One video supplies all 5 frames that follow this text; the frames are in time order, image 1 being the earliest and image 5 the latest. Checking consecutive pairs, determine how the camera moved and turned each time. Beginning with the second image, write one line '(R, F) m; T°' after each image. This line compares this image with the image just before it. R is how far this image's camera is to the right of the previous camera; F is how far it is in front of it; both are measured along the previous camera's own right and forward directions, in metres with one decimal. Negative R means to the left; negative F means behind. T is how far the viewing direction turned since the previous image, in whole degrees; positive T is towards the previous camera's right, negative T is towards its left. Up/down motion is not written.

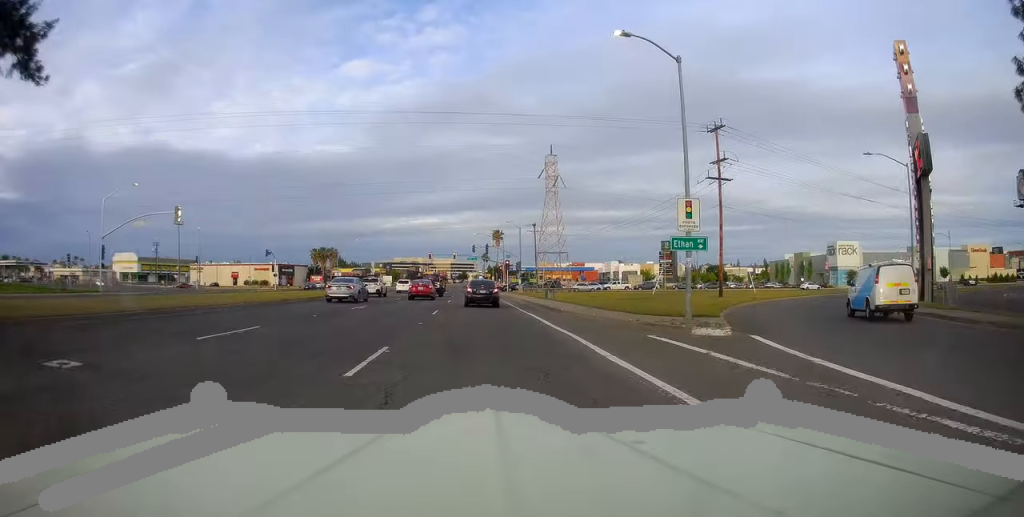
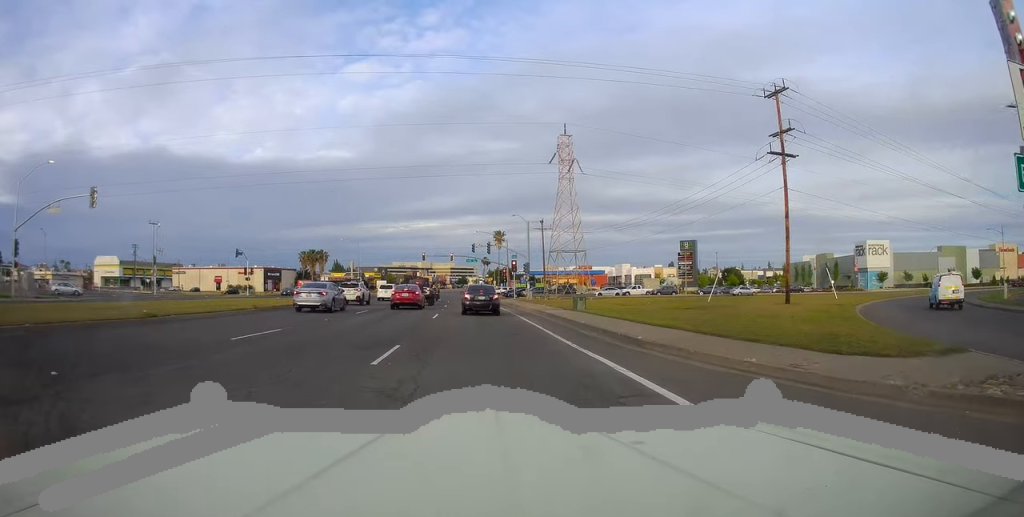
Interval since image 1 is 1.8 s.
(-0.6, +14.7) m; 0°
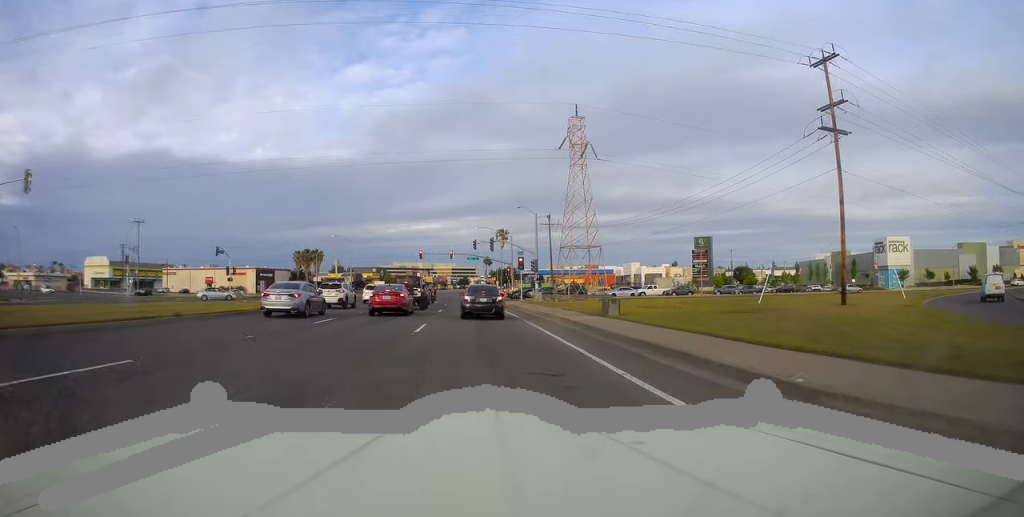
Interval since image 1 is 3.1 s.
(+0.5, +7.6) m; +3°
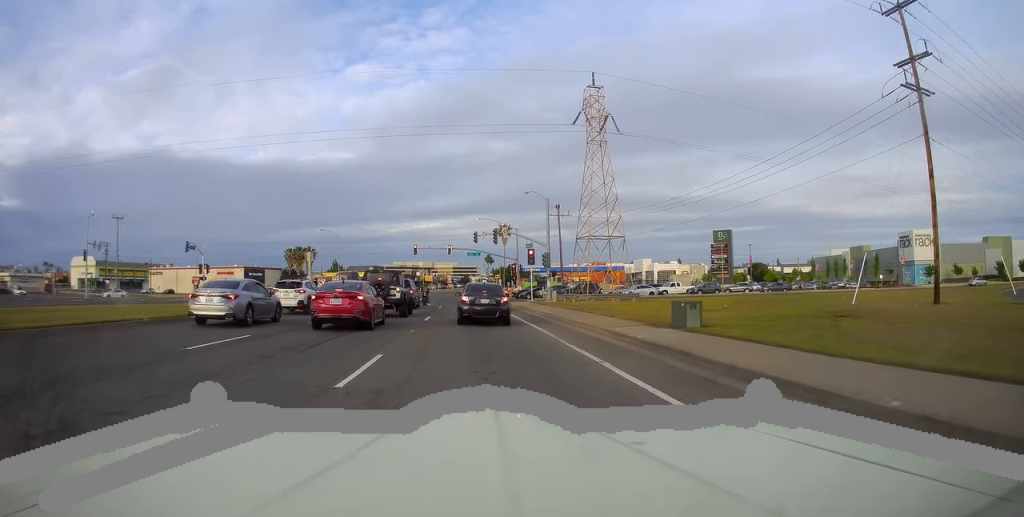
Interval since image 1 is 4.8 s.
(-0.4, +8.6) m; -4°
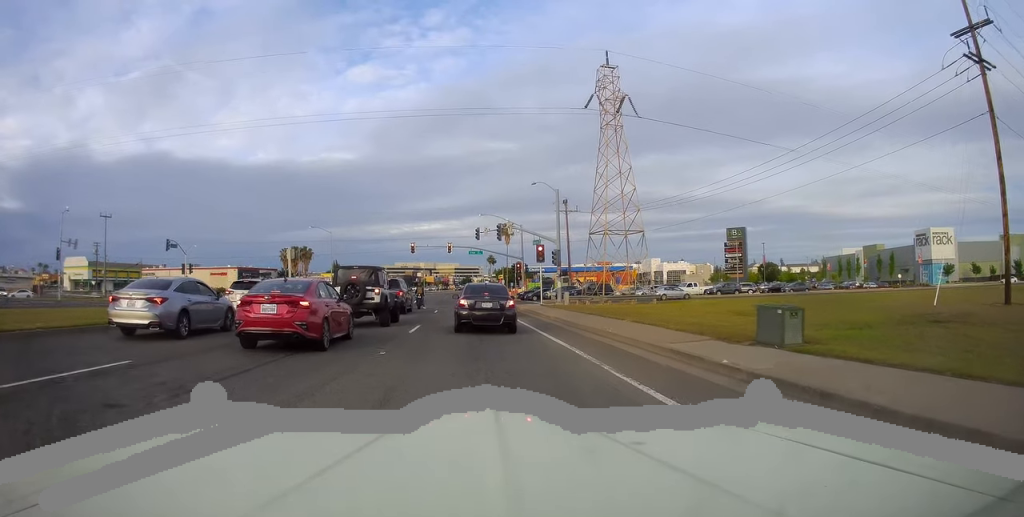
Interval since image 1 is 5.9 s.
(+0.1, +5.1) m; +1°
